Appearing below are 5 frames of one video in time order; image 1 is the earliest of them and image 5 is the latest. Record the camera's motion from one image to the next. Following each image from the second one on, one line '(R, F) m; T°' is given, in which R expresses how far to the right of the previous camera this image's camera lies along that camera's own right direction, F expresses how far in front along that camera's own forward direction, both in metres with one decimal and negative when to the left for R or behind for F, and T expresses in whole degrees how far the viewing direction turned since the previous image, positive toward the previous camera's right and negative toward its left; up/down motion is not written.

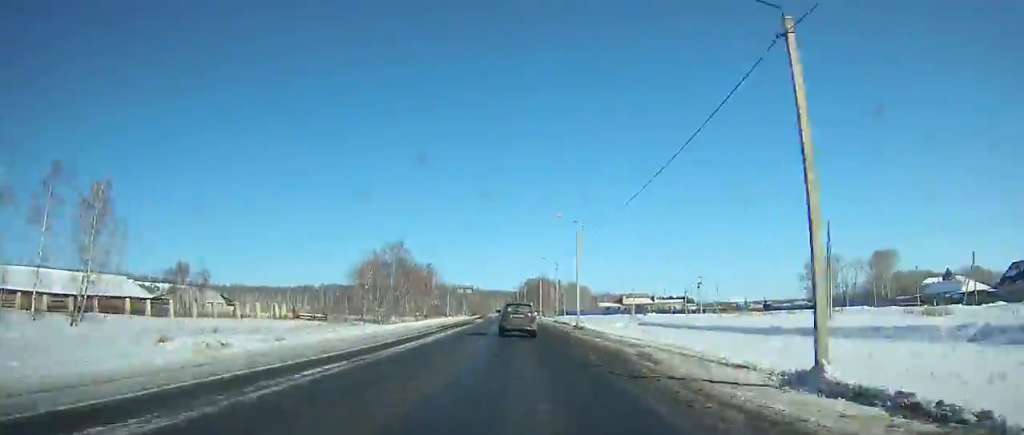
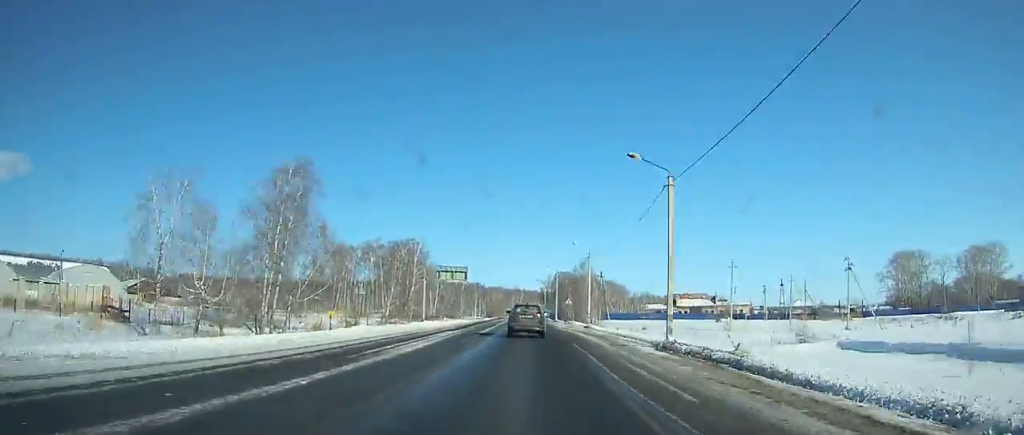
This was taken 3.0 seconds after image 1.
(-1.2, +48.5) m; -2°
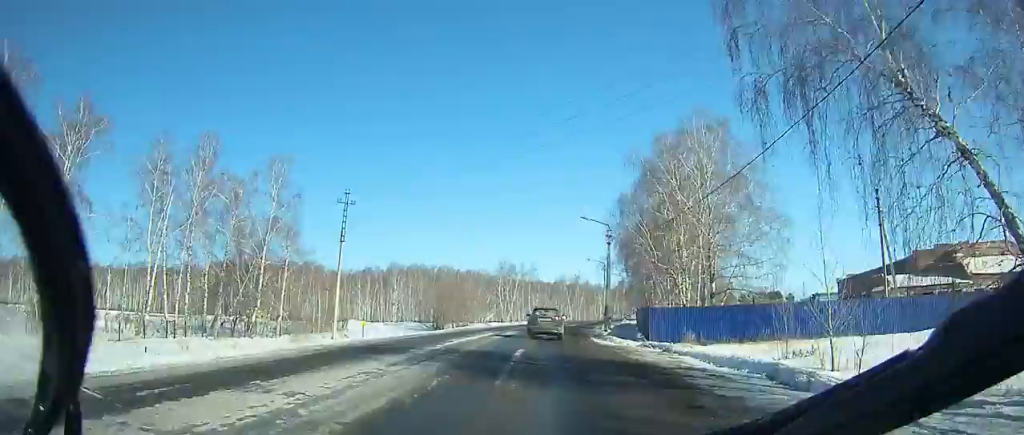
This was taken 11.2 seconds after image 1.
(-0.8, +130.4) m; +1°
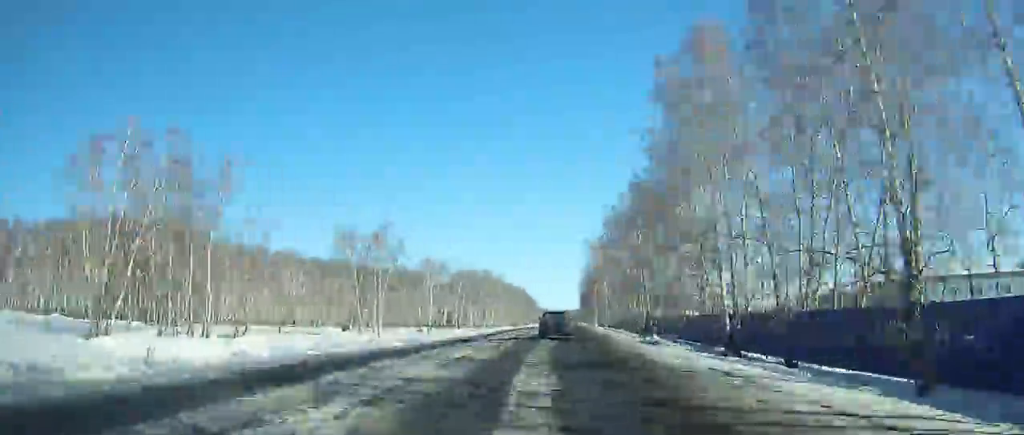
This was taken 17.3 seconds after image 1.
(+8.0, +97.0) m; +13°
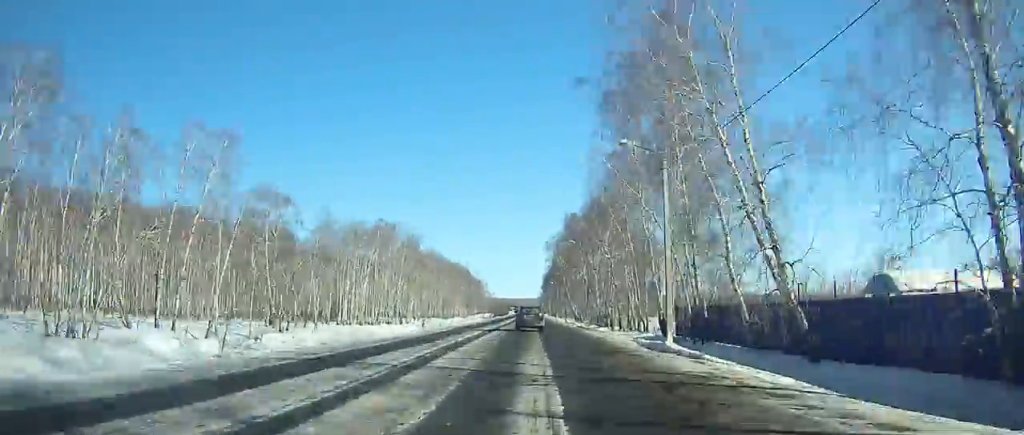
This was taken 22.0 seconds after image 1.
(+7.2, +79.4) m; +8°
